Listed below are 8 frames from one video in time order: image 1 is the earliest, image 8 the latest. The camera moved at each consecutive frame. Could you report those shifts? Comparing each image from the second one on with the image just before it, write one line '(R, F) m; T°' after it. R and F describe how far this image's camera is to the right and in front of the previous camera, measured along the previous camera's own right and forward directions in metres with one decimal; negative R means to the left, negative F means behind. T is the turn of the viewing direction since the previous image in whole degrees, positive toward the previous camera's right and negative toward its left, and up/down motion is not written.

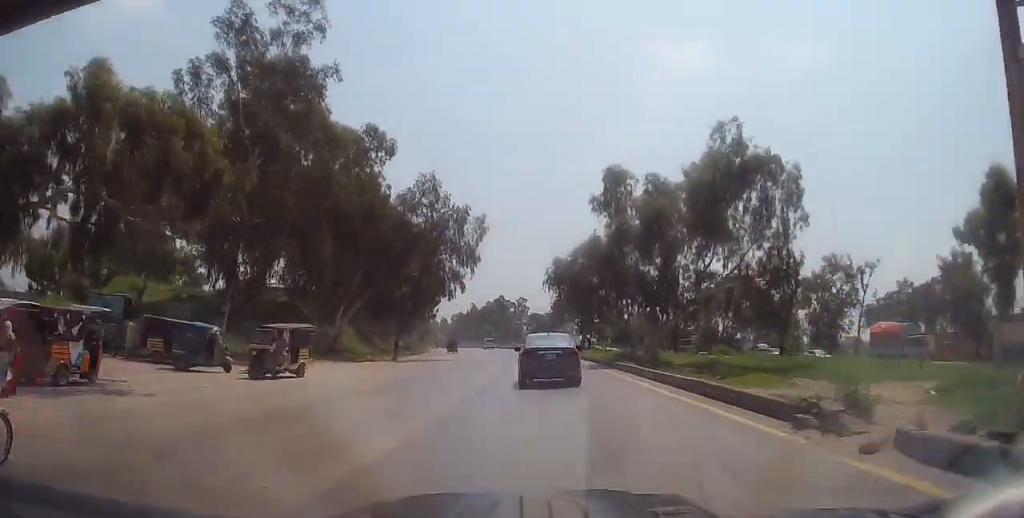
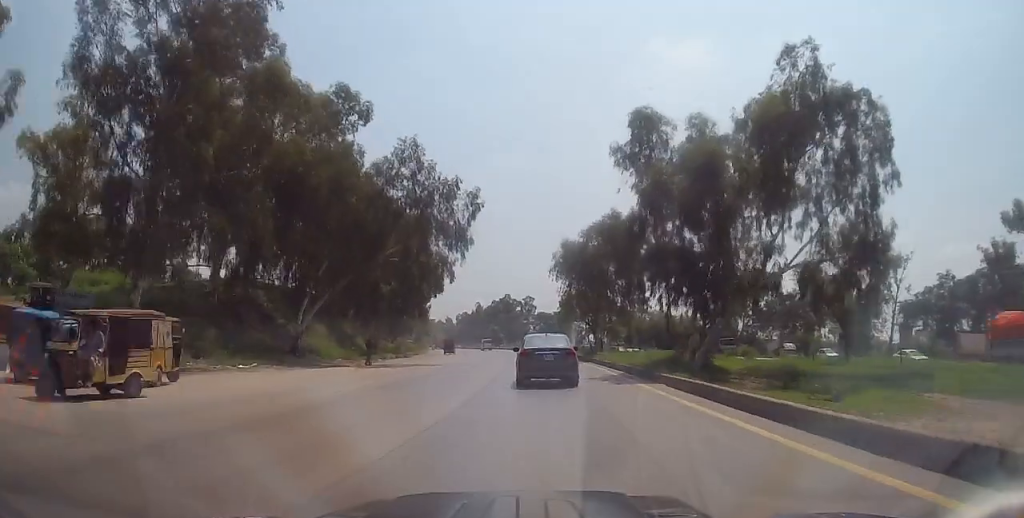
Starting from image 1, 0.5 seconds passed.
(0.0, +9.3) m; -1°
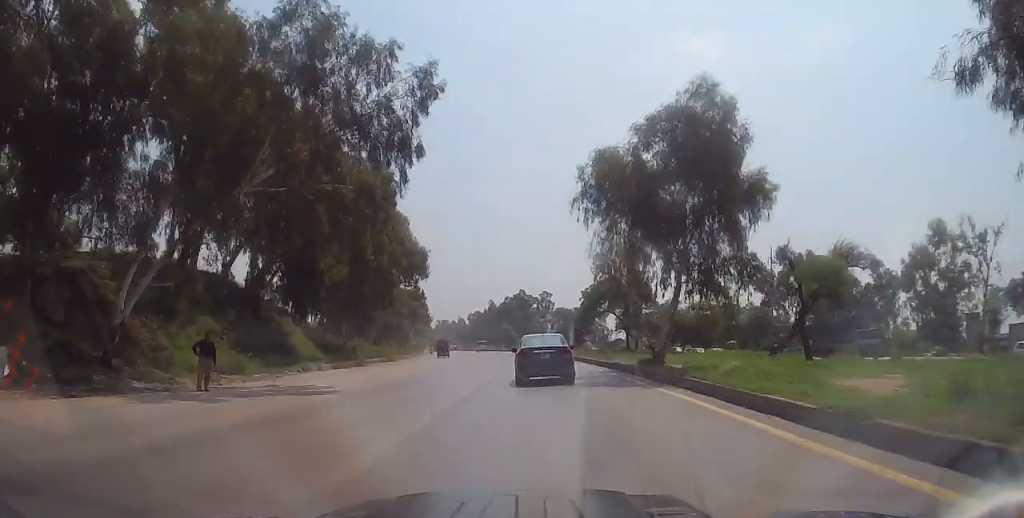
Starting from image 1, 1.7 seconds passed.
(-0.1, +20.6) m; 0°
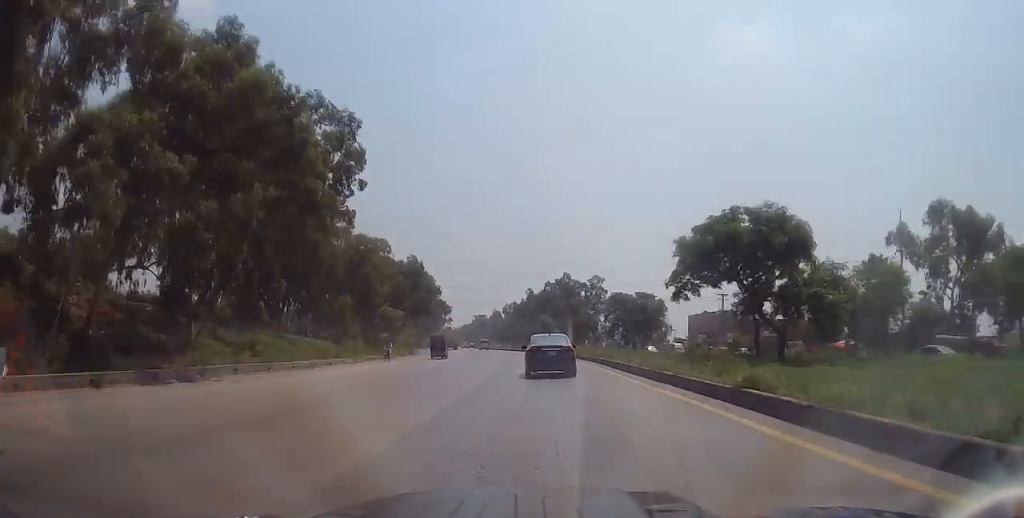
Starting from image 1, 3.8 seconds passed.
(-1.7, +37.5) m; -6°
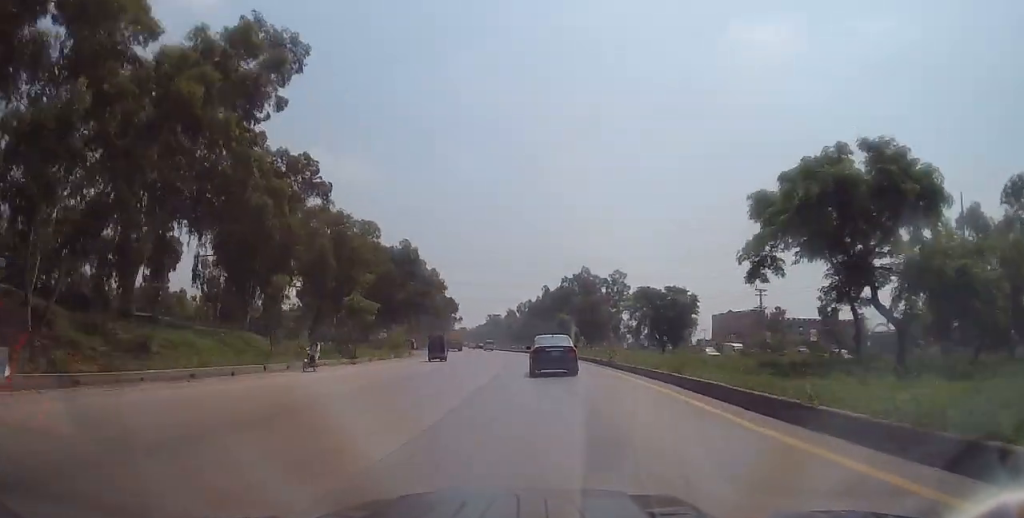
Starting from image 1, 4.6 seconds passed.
(-0.1, +12.9) m; 0°
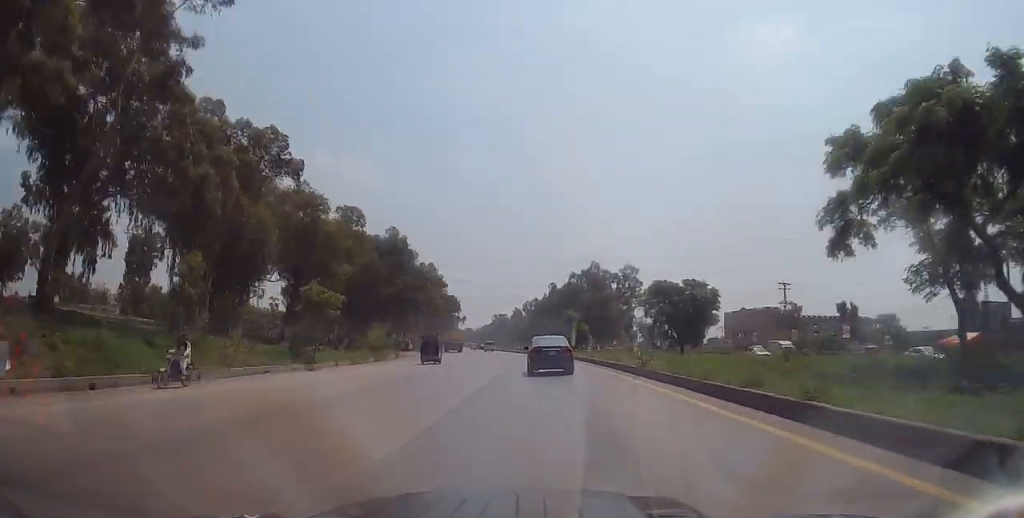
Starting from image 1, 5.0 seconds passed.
(+0.1, +8.4) m; 0°
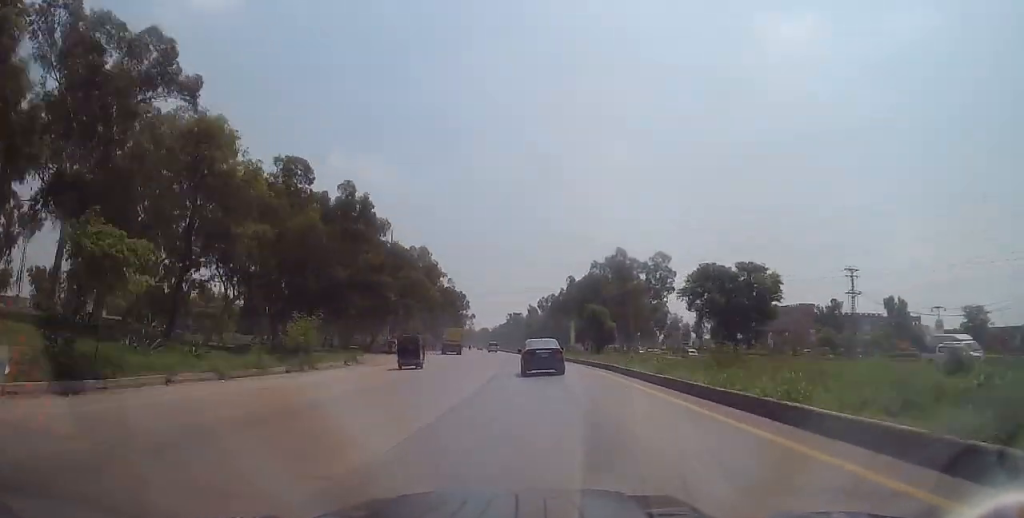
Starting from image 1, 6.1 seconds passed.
(-0.1, +18.5) m; -3°
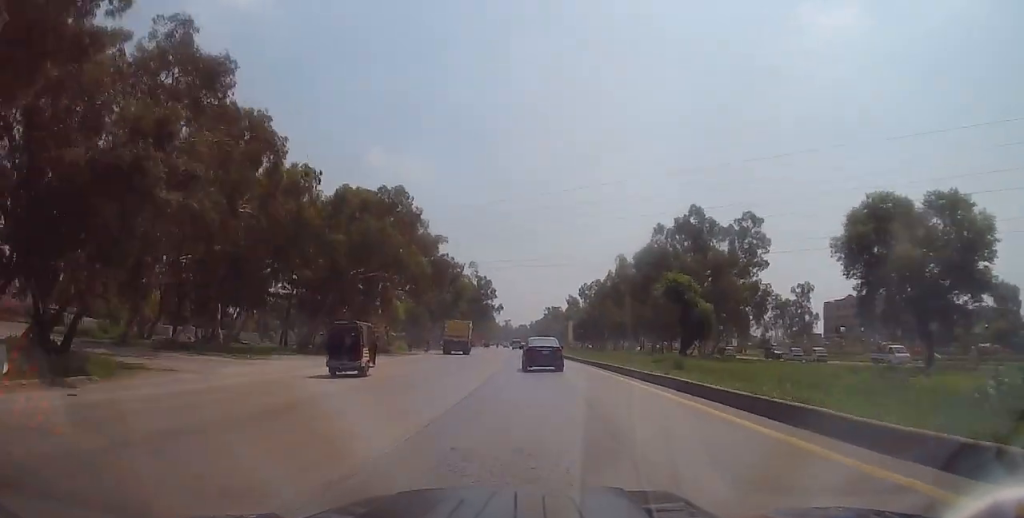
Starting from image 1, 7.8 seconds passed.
(-2.0, +30.6) m; -5°
